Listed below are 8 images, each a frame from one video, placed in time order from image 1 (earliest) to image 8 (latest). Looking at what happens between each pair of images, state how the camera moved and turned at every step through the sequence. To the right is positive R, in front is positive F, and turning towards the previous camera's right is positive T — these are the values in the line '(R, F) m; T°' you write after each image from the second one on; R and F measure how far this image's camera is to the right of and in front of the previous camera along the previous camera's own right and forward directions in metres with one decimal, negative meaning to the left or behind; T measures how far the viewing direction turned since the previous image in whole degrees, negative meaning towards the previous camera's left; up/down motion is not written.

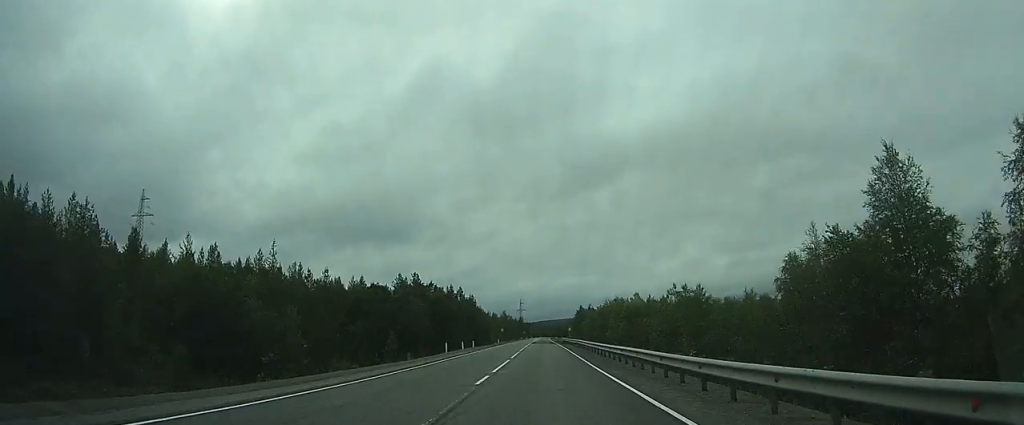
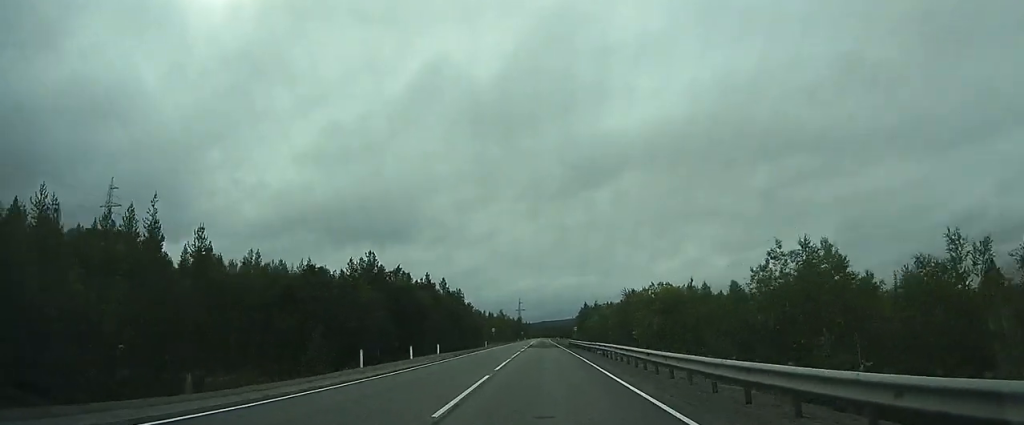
(0.0, +23.3) m; 0°
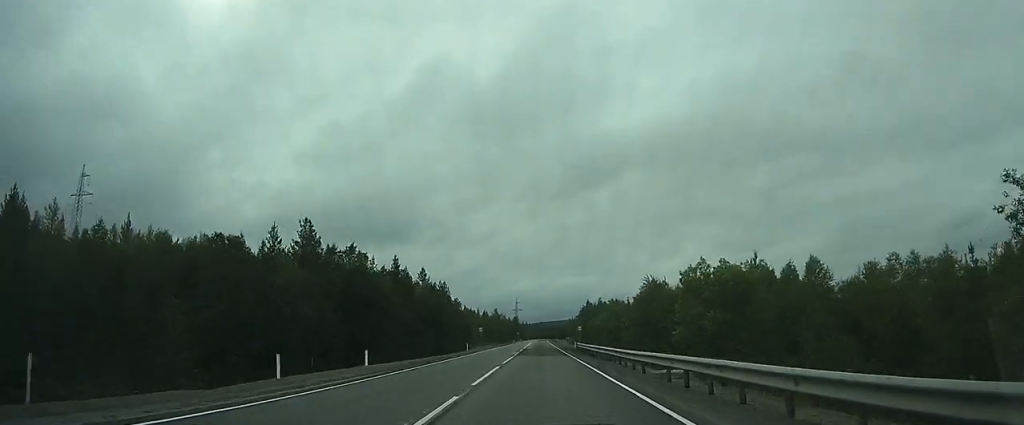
(0.0, +18.3) m; 0°
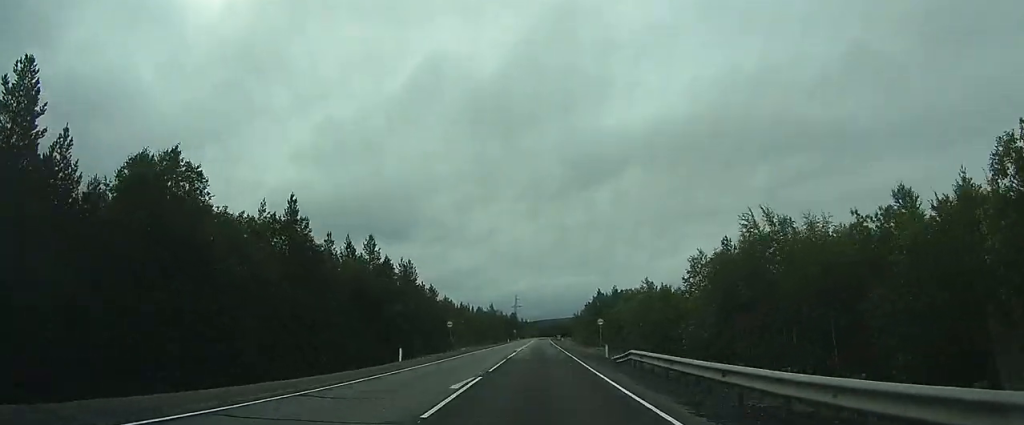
(0.0, +30.6) m; 0°
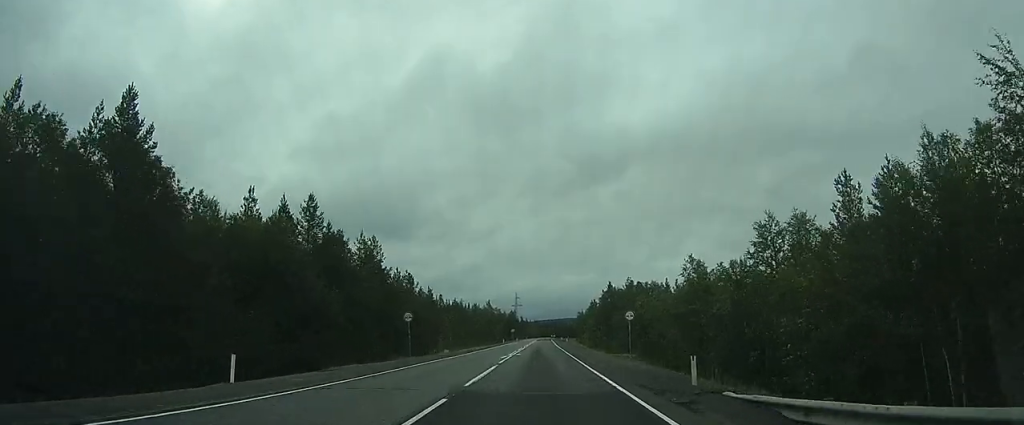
(0.0, +18.9) m; 0°
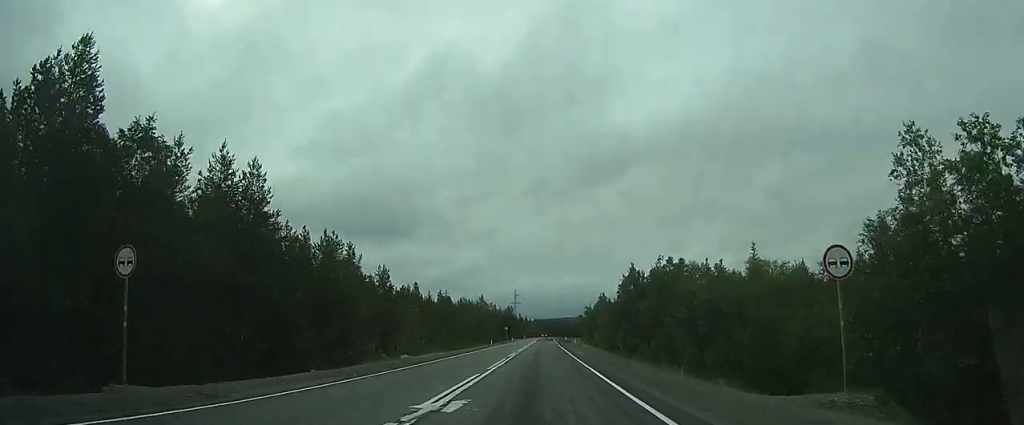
(0.0, +28.3) m; 0°
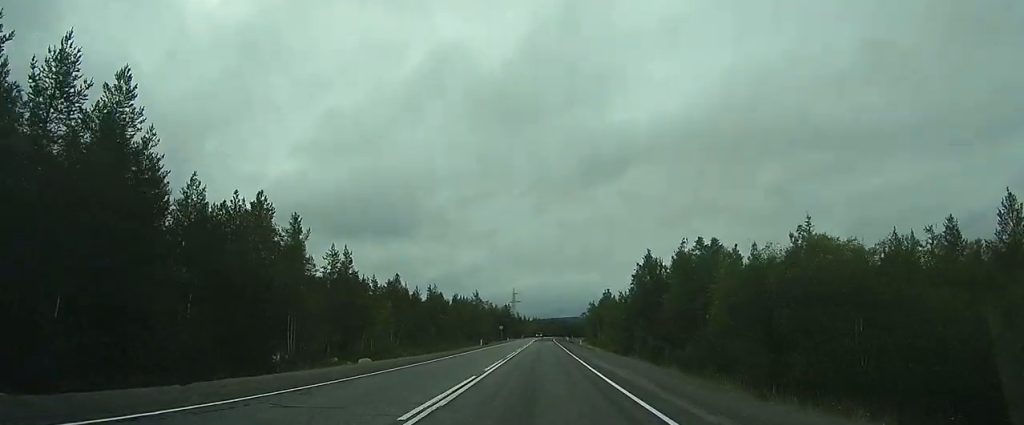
(0.0, +13.7) m; 0°
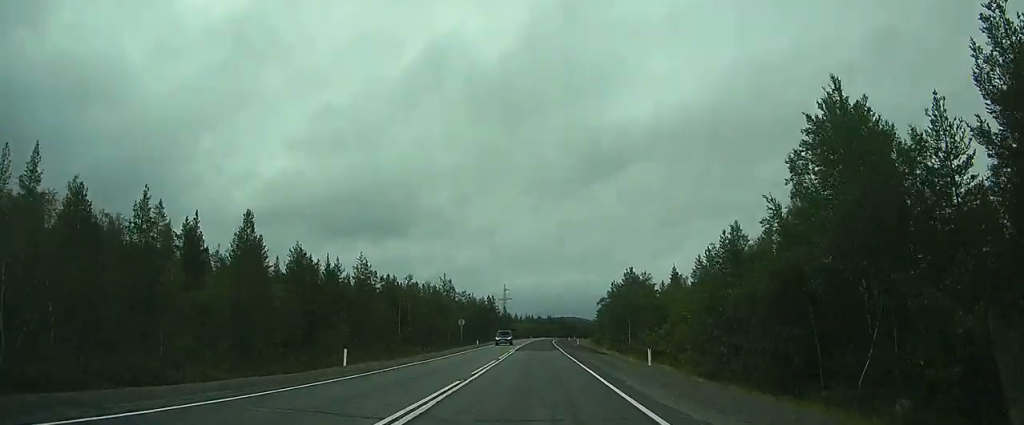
(0.0, +48.5) m; +1°
